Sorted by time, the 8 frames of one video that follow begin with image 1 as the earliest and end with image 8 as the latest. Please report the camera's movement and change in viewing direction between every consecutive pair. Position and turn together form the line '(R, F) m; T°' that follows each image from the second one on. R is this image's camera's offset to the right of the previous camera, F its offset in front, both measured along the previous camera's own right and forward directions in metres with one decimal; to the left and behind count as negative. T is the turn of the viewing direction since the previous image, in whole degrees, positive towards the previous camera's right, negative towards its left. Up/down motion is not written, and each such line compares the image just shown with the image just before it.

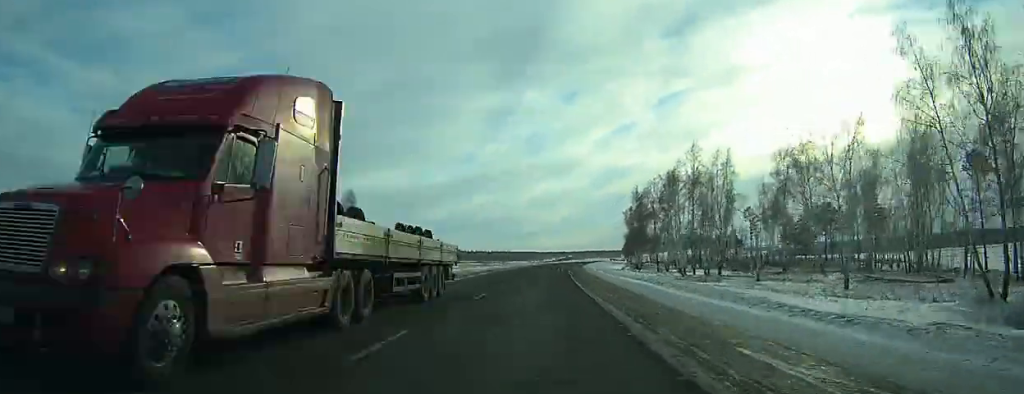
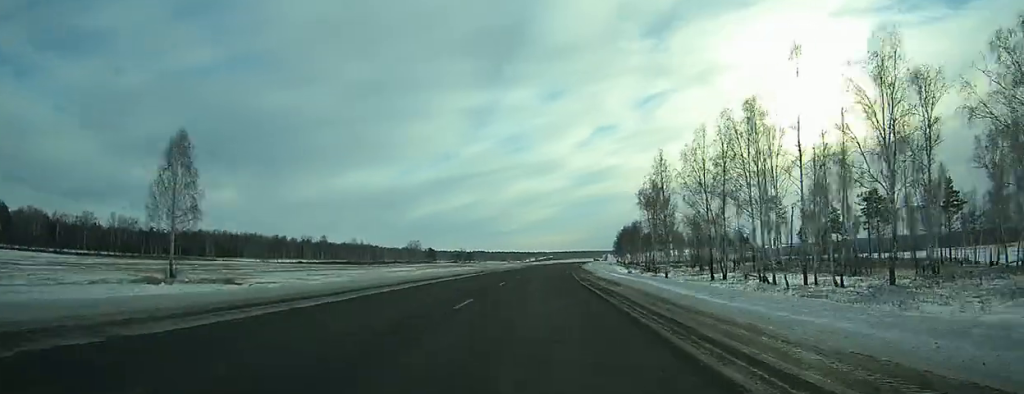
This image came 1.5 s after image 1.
(+0.9, +42.5) m; +2°
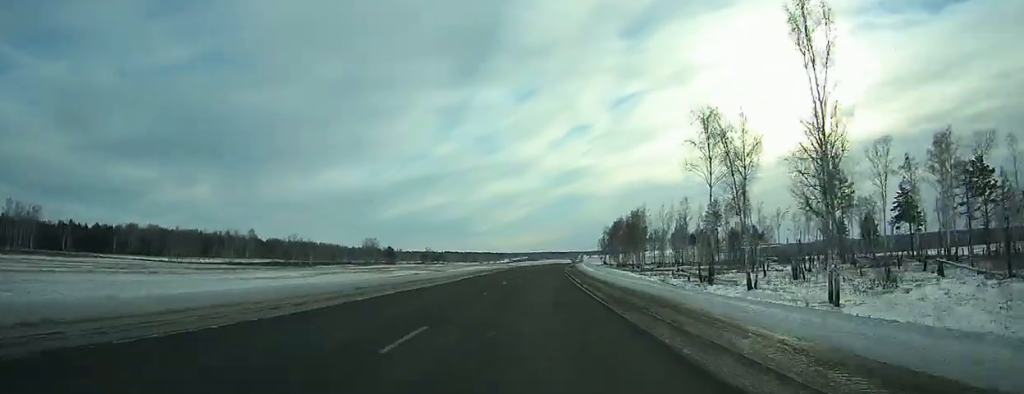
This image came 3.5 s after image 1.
(+1.2, +54.8) m; +2°
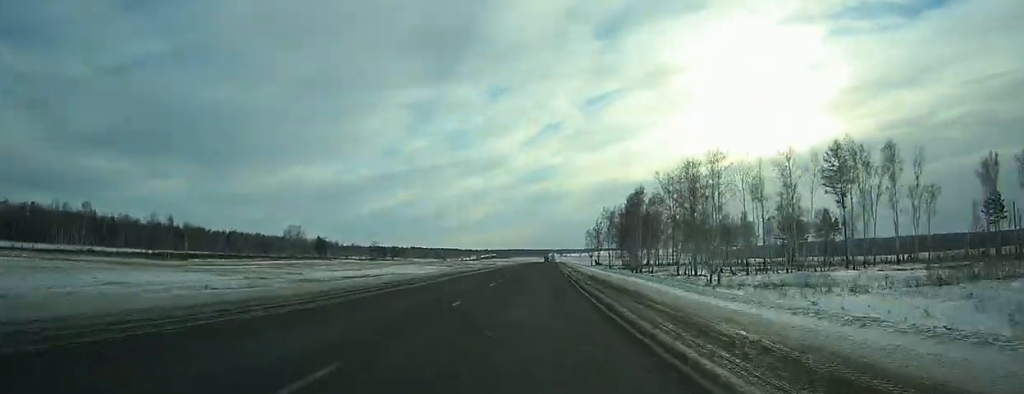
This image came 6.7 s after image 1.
(+2.4, +85.0) m; +3°
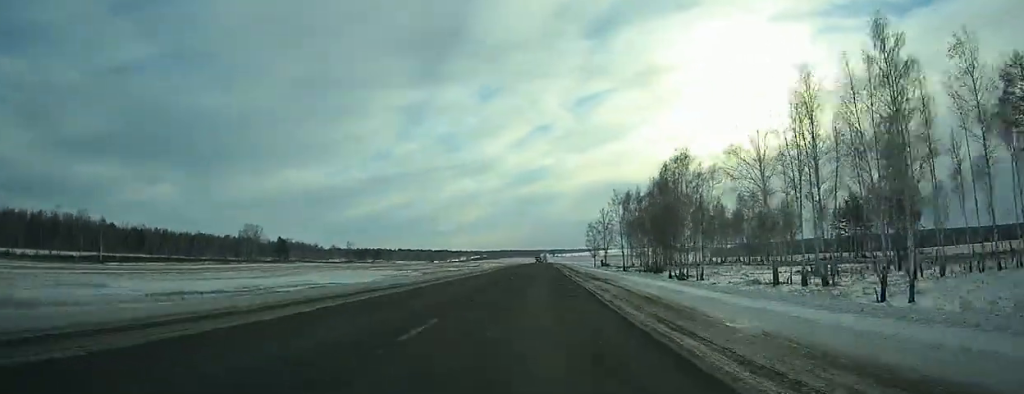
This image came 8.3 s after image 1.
(+0.2, +40.5) m; +1°
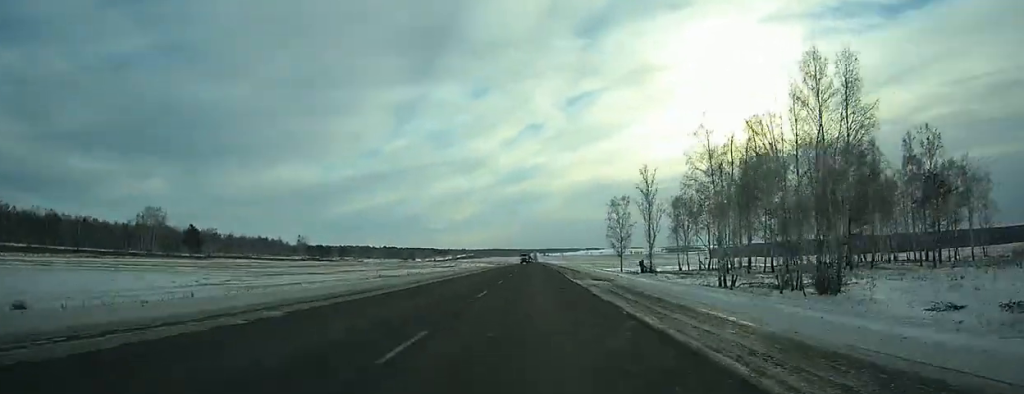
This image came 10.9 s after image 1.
(+0.5, +76.5) m; +1°
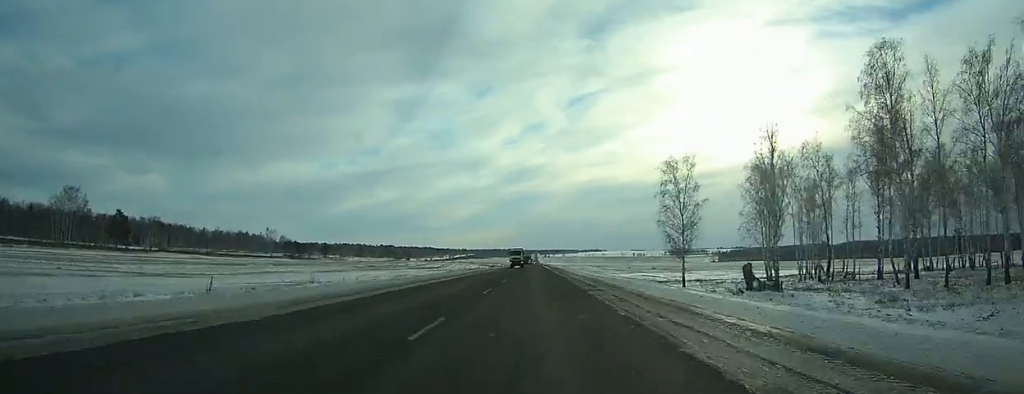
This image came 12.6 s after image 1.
(+0.1, +46.9) m; 0°
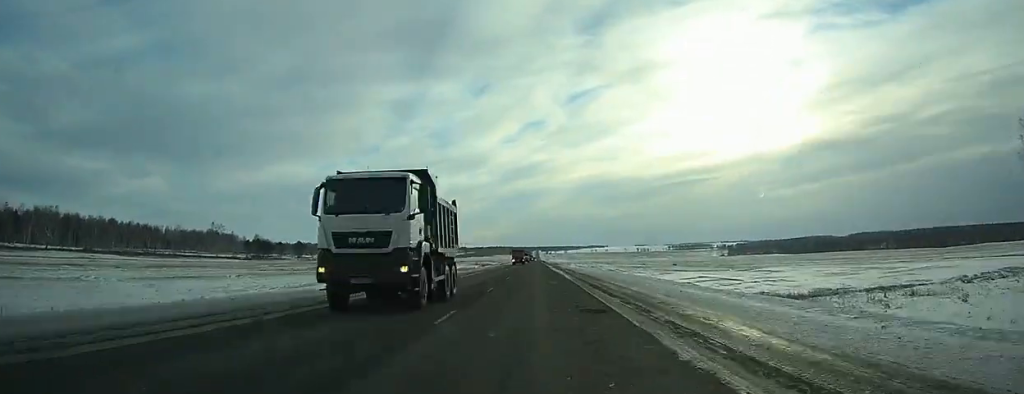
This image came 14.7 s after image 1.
(+0.1, +57.4) m; 0°
